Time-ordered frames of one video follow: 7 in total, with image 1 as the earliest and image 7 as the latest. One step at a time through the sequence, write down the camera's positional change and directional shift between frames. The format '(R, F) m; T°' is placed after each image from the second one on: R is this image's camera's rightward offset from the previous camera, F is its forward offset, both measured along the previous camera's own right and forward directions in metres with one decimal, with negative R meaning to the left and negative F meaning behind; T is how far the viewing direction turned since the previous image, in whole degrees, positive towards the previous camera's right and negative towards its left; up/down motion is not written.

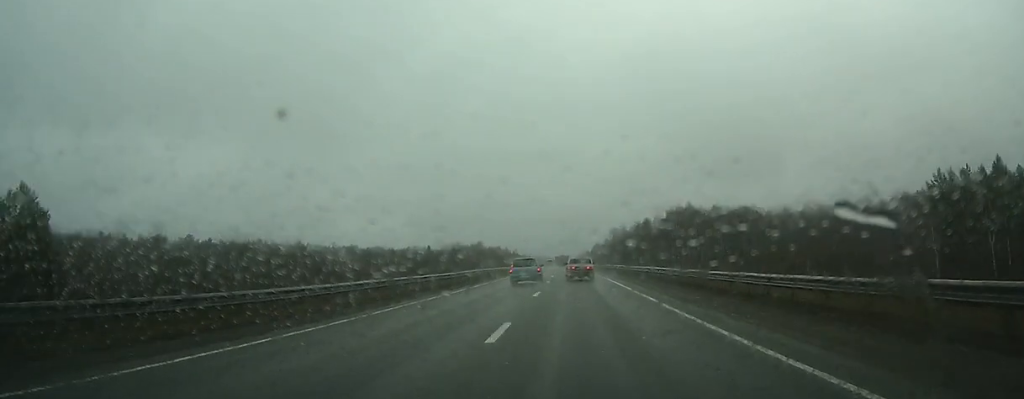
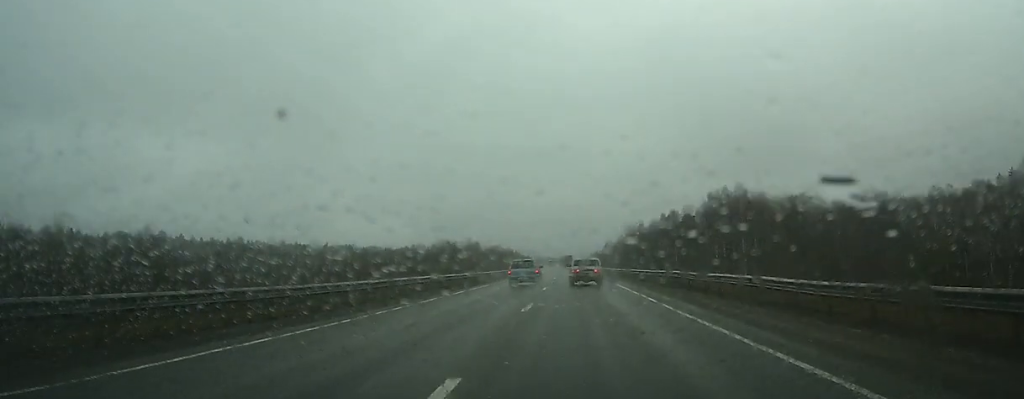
(-0.2, +42.2) m; -1°
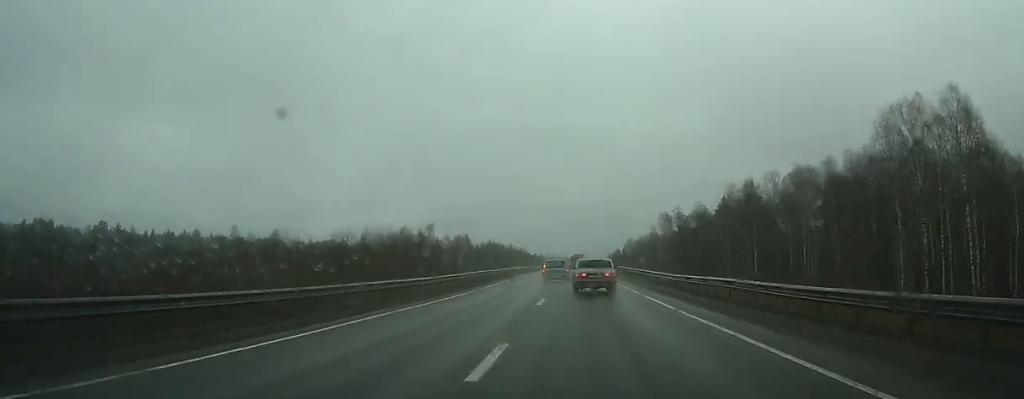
(-0.8, +69.9) m; -1°
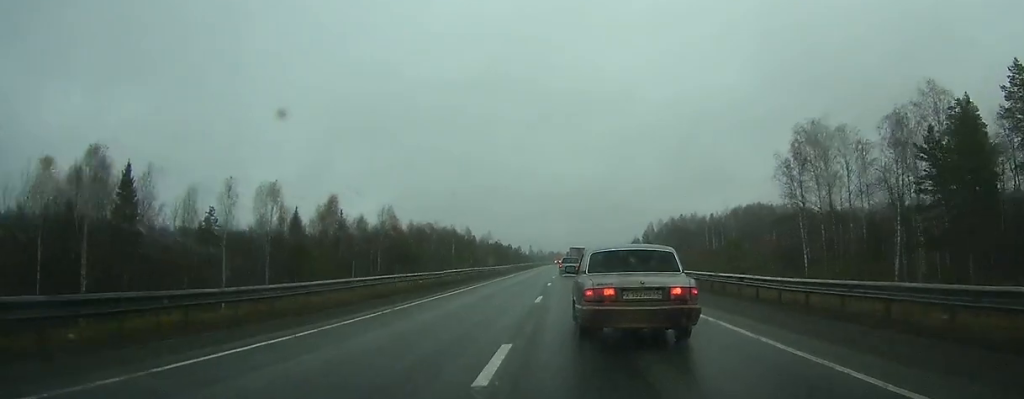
(-1.1, +129.9) m; -1°
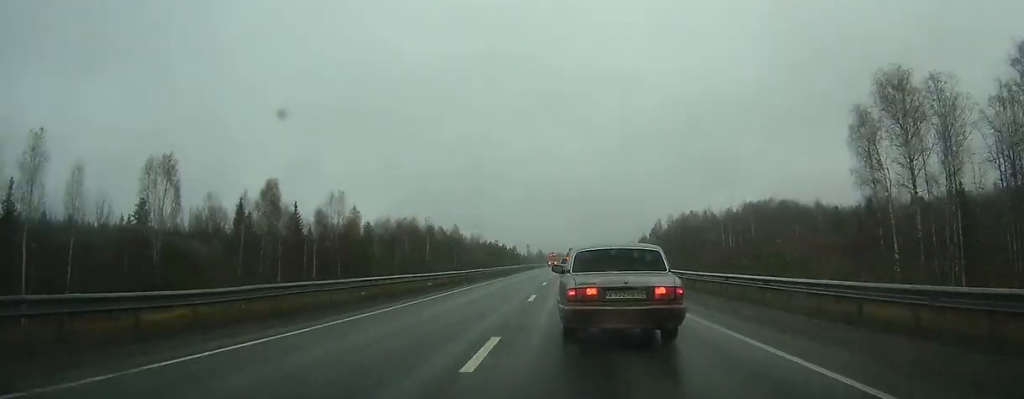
(-0.1, +24.0) m; 0°
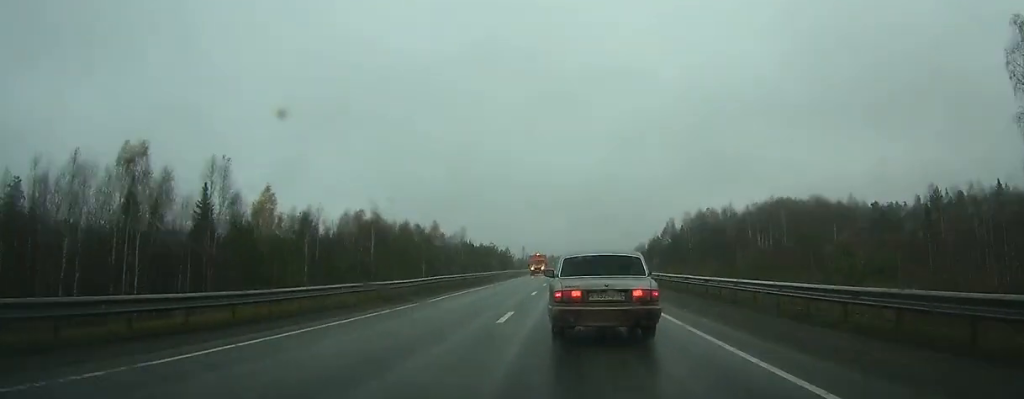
(+0.1, +31.0) m; 0°
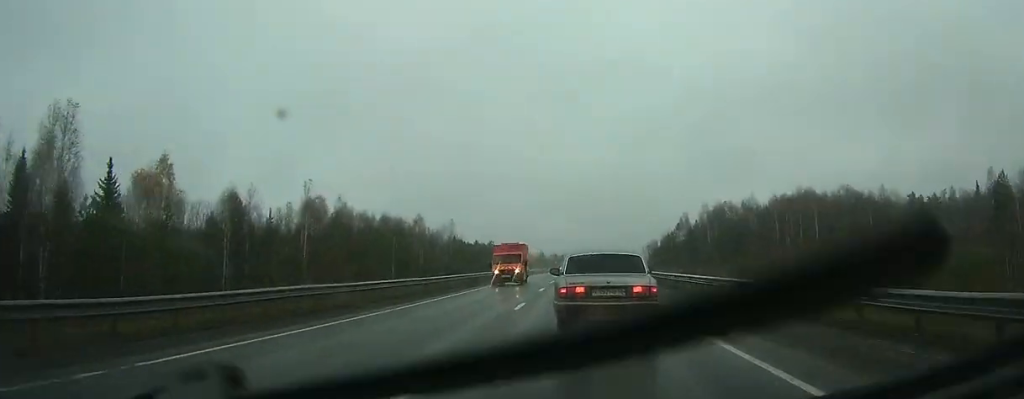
(0.0, +21.0) m; 0°
